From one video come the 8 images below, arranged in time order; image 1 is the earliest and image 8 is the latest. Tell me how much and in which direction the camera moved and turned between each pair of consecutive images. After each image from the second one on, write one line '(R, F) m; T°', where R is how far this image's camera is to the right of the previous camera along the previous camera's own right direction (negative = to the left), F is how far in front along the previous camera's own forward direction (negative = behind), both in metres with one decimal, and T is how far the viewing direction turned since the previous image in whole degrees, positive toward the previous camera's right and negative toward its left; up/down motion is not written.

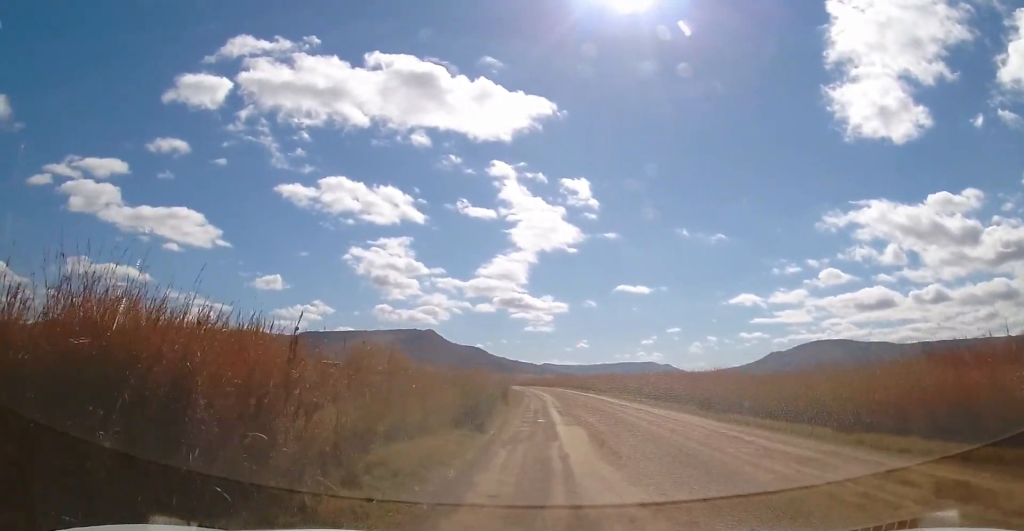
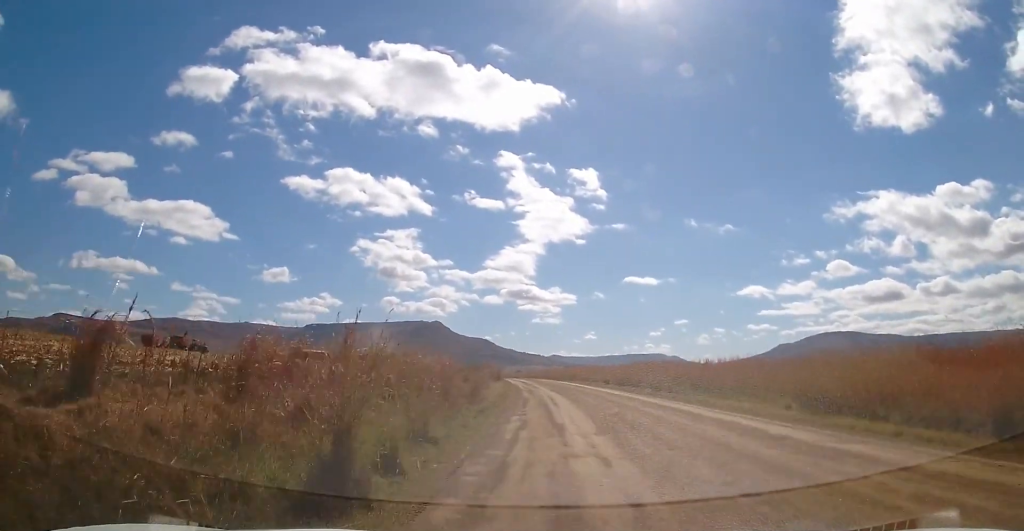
(-0.4, +26.4) m; -1°
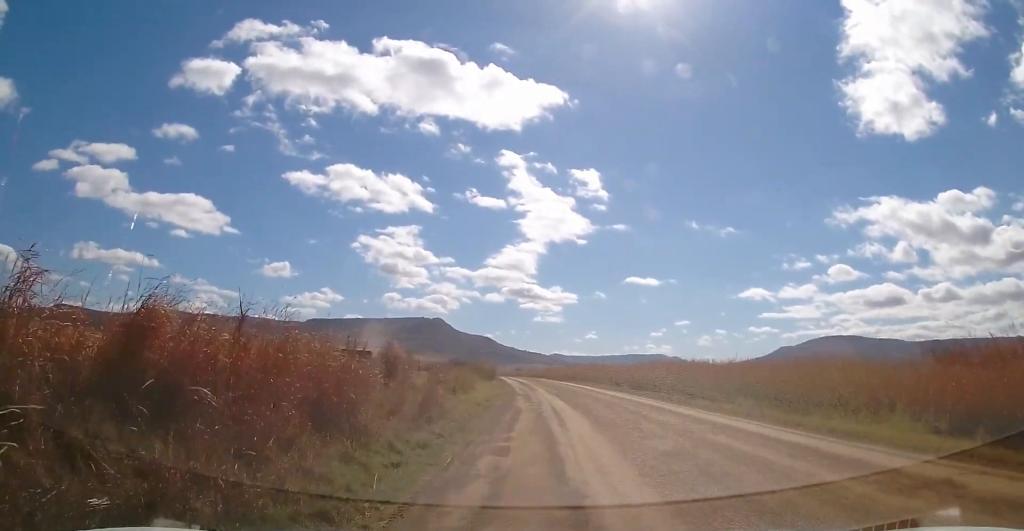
(0.0, +8.6) m; -1°
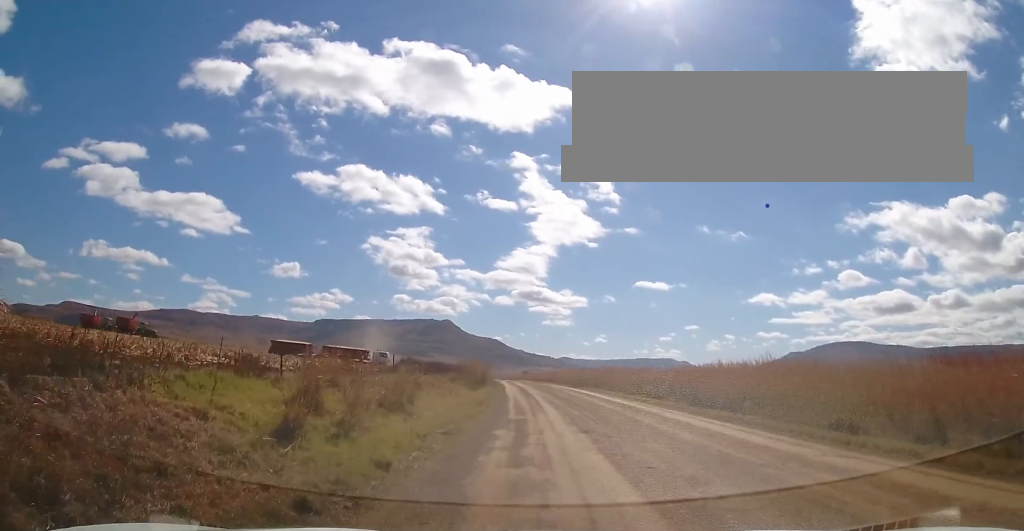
(-0.1, +15.2) m; -1°
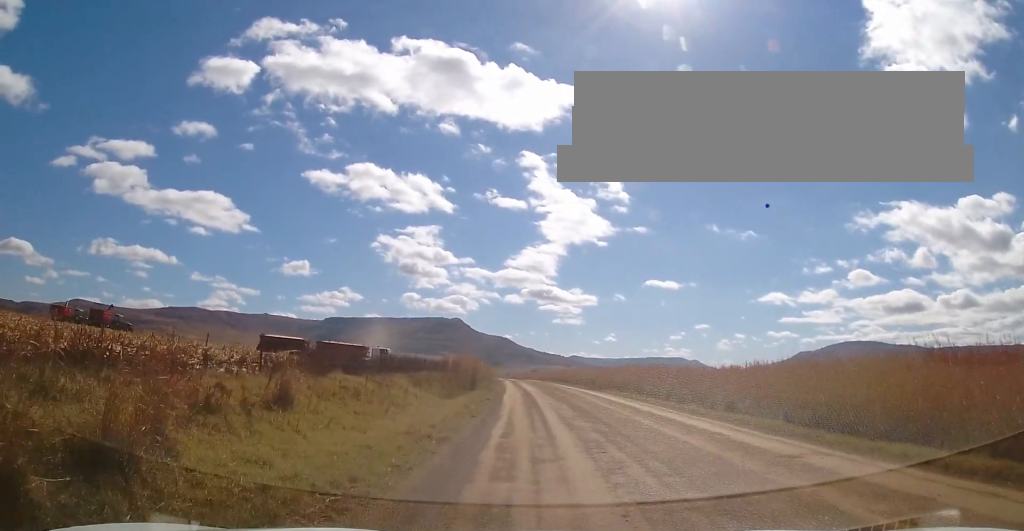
(-0.3, +11.3) m; 0°
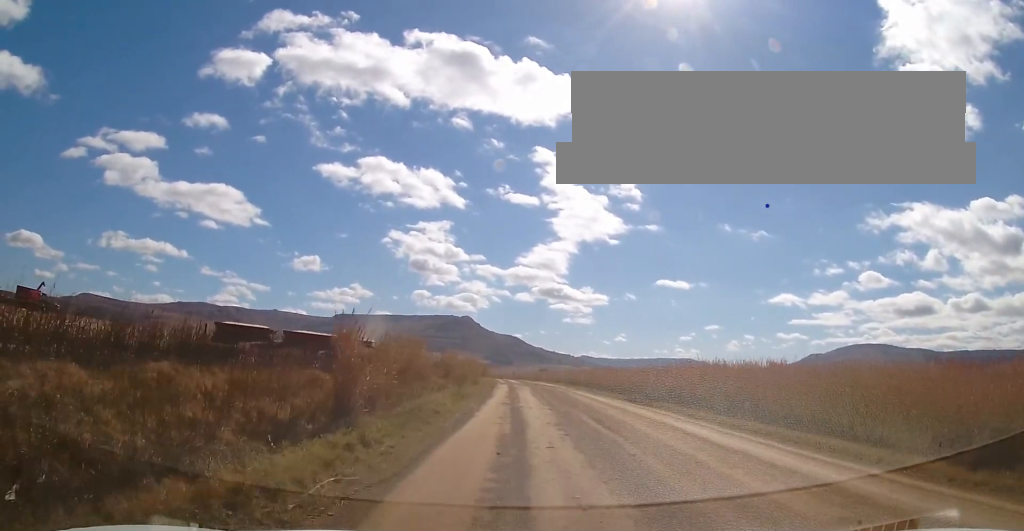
(+0.4, +21.8) m; 0°
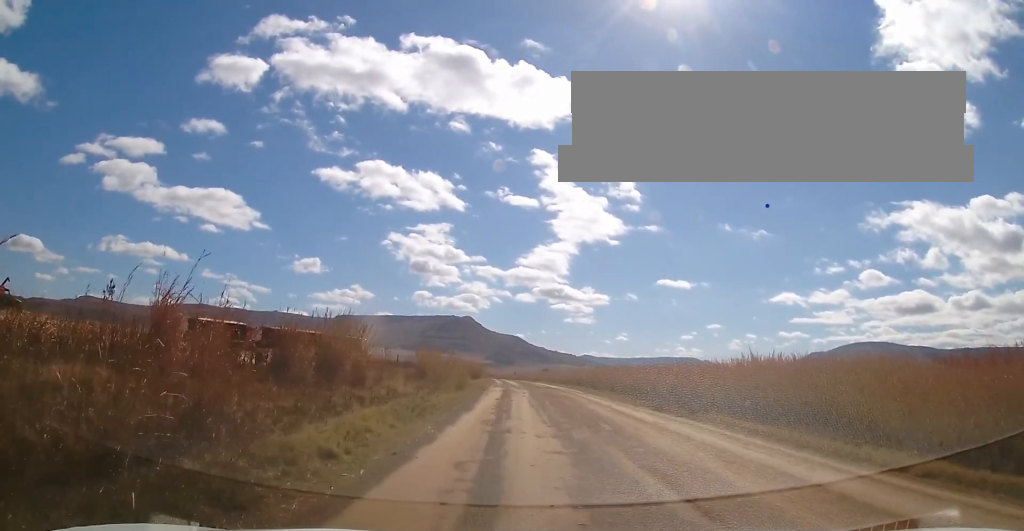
(-0.2, +8.5) m; -1°
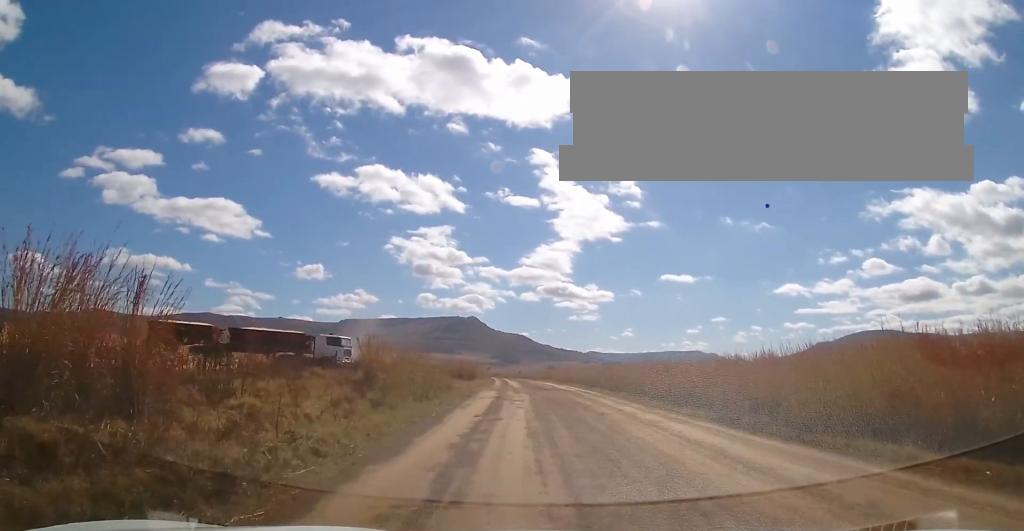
(-0.1, +10.5) m; -1°
